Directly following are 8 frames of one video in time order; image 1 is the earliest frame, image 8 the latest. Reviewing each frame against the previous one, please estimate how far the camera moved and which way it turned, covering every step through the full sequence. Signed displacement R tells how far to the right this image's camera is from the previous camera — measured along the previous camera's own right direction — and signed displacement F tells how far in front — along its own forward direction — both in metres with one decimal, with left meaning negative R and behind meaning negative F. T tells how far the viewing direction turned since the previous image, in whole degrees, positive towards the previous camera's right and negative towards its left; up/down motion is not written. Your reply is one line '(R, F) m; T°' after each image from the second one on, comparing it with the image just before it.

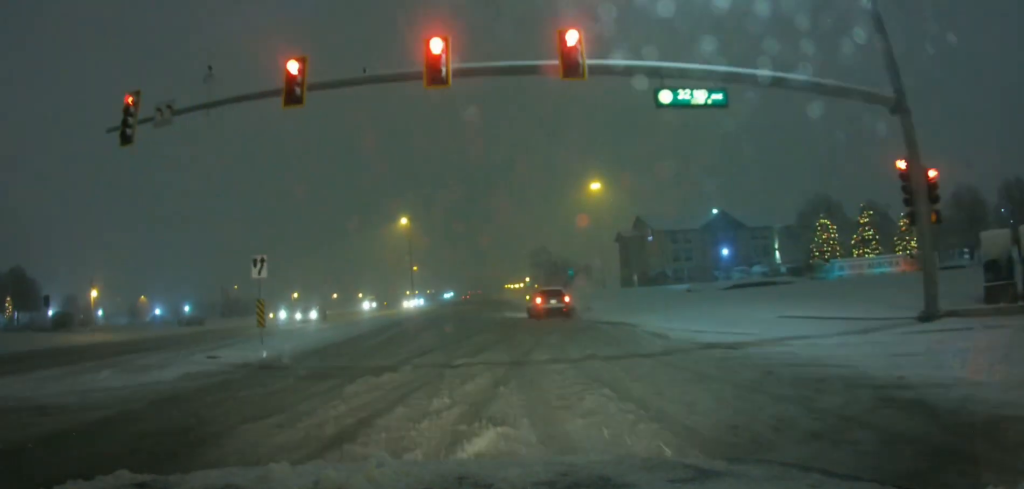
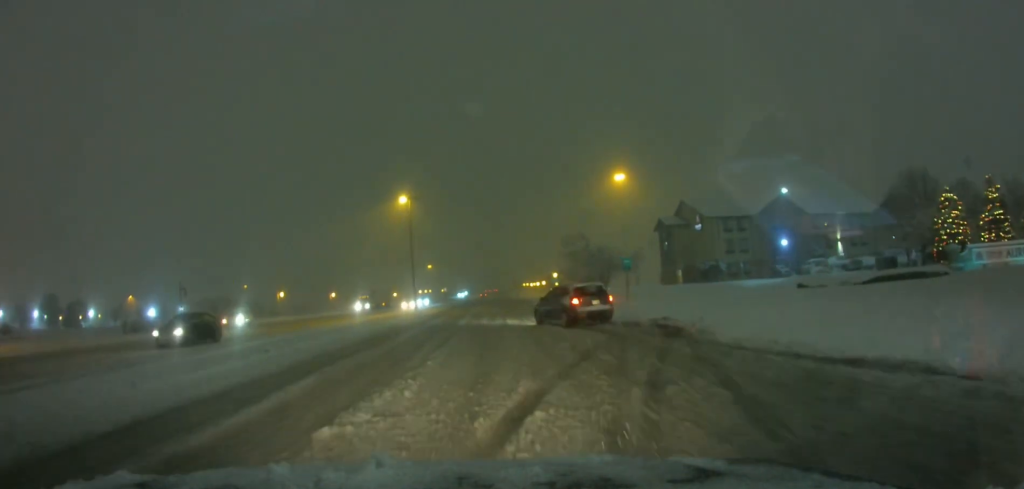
(0.0, +15.8) m; 0°
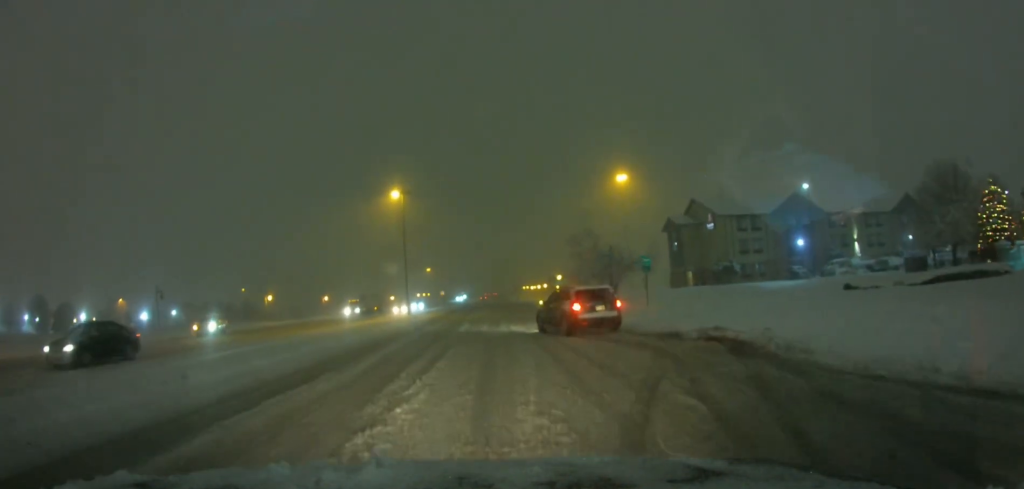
(0.0, +5.0) m; 0°
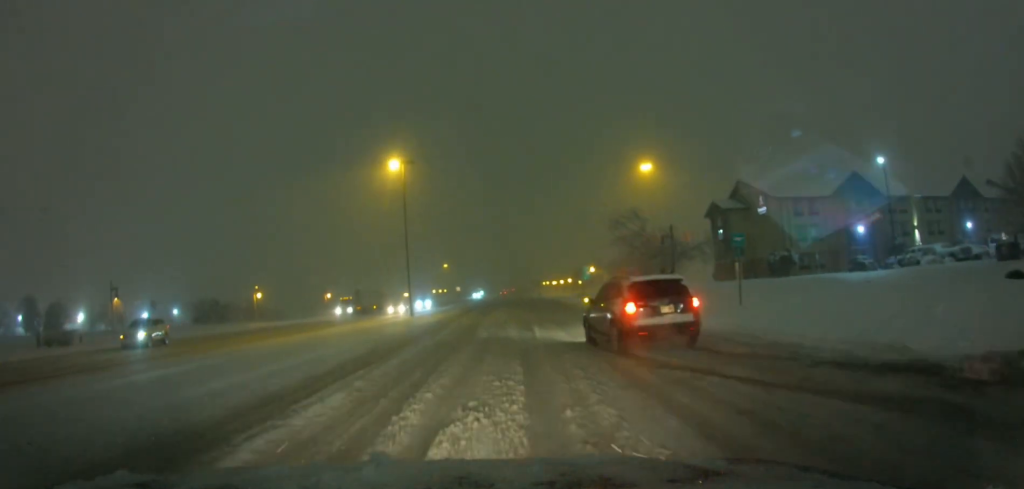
(0.0, +10.5) m; 0°
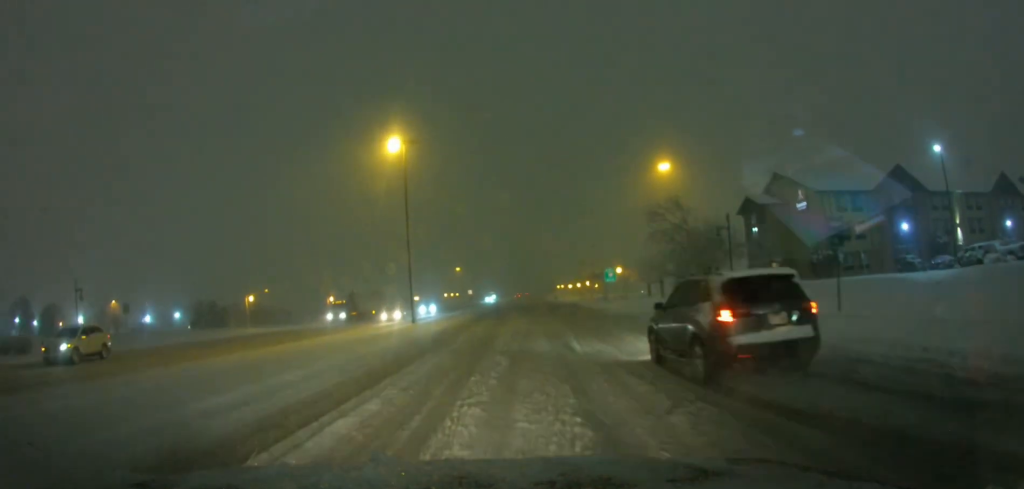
(0.0, +6.2) m; 0°
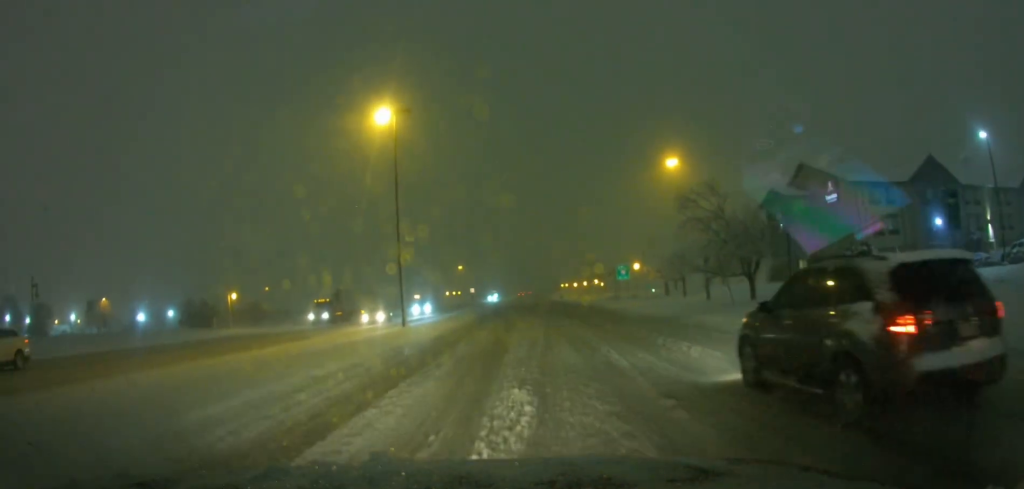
(0.0, +5.0) m; -3°
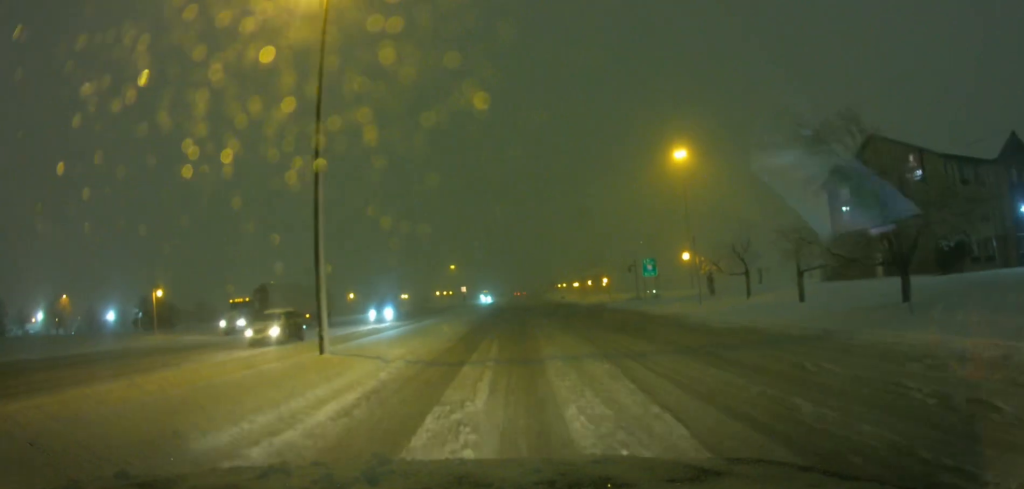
(-1.0, +12.1) m; -2°
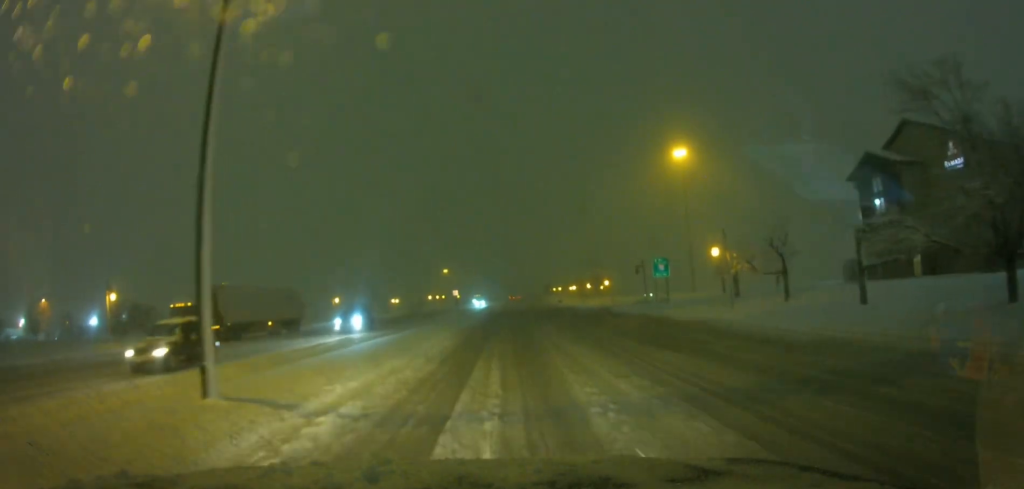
(+0.5, +5.4) m; +3°
